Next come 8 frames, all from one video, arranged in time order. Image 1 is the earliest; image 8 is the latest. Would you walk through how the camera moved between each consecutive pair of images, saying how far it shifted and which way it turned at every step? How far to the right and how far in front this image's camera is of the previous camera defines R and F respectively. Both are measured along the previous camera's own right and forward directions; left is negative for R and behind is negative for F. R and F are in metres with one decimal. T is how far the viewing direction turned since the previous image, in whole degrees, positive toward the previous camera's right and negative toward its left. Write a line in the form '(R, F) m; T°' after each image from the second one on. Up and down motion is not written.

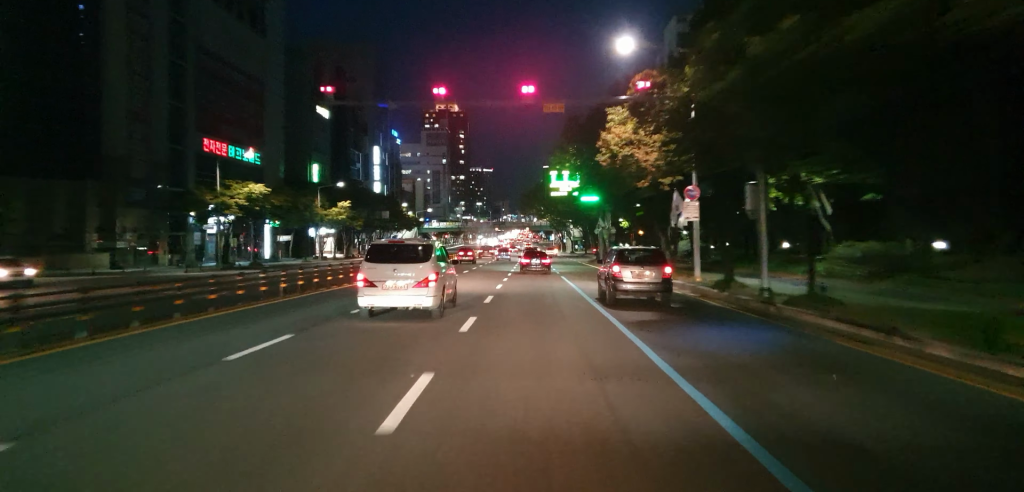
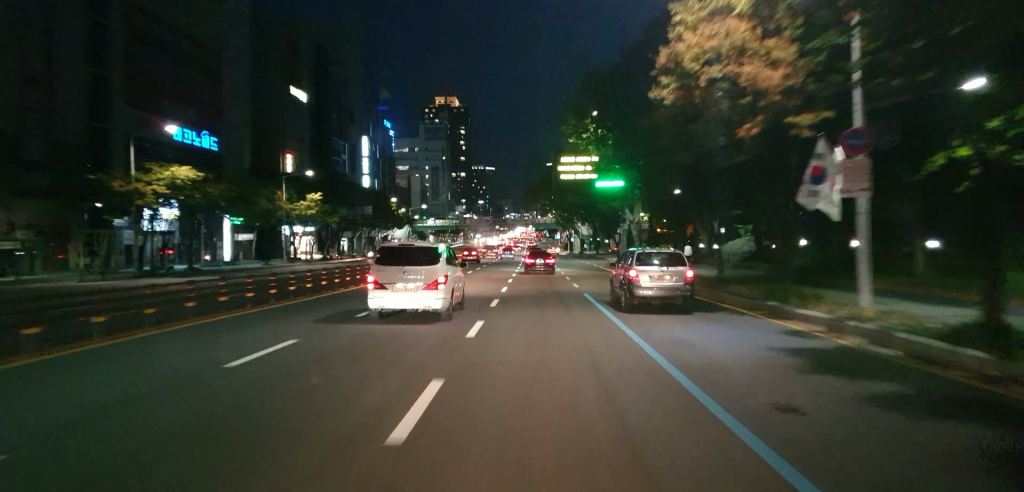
(-0.1, +16.0) m; 0°
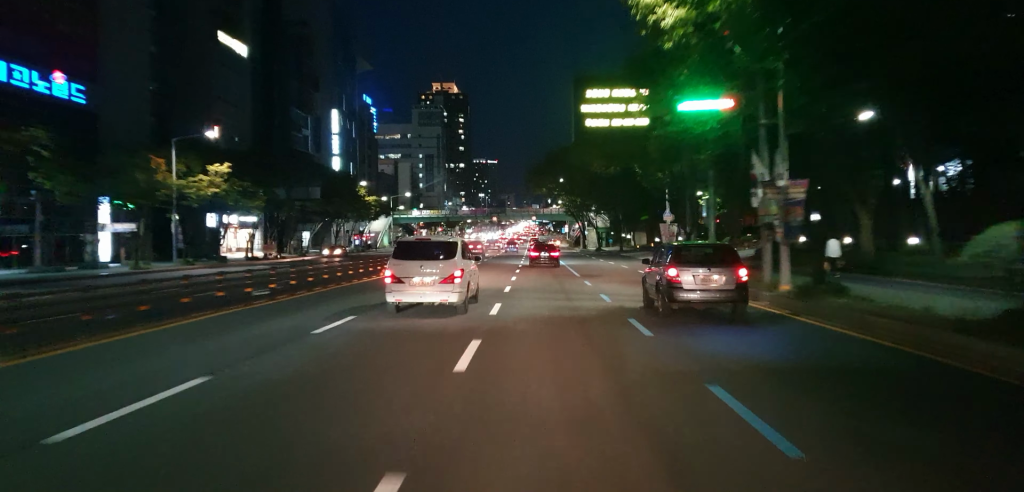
(0.0, +27.7) m; +1°
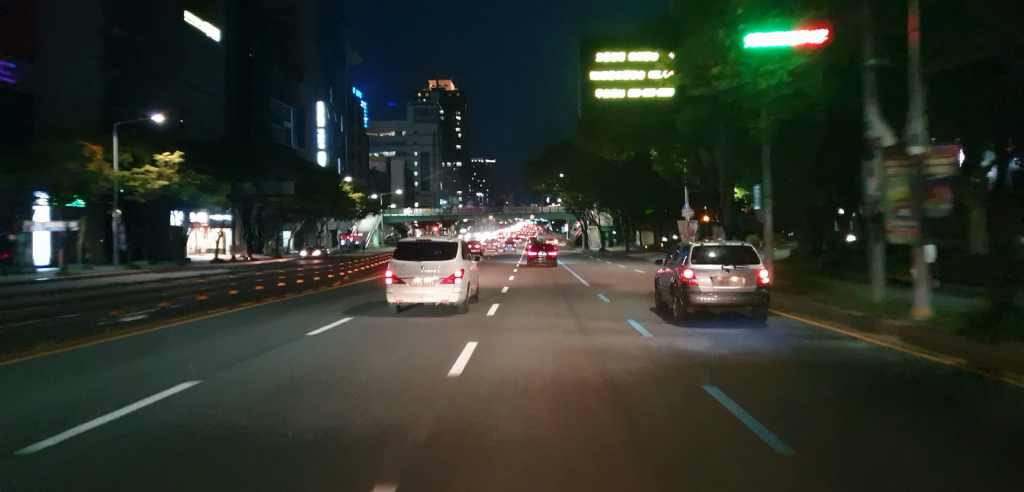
(+0.1, +8.0) m; +1°
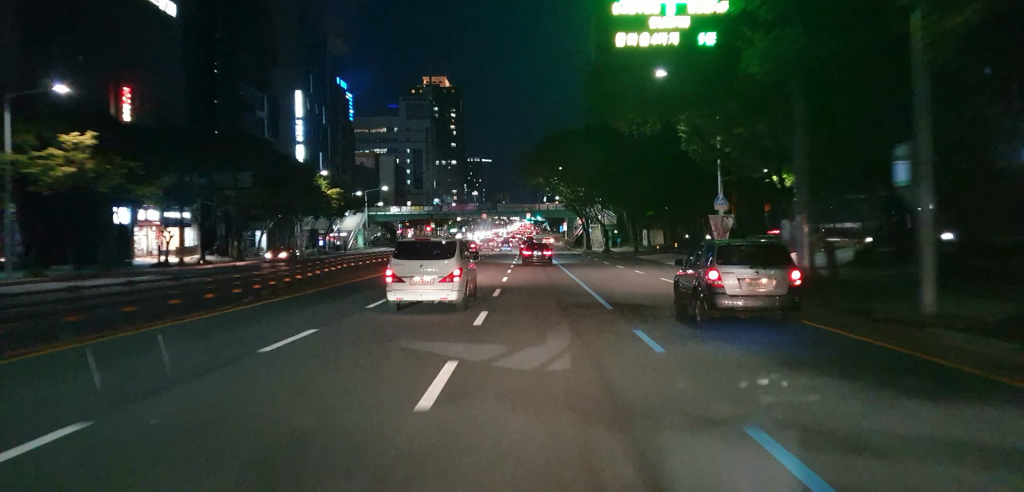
(+0.1, +10.1) m; 0°
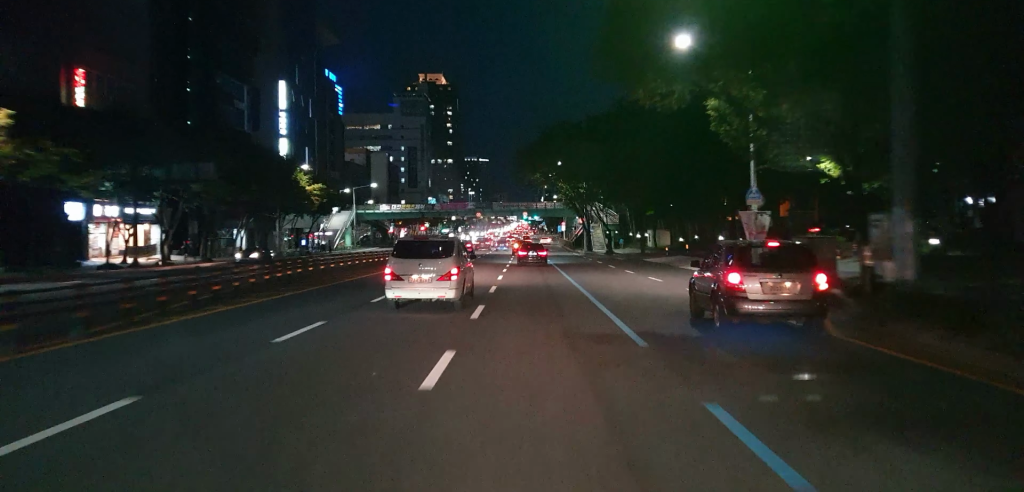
(+0.1, +6.7) m; -1°
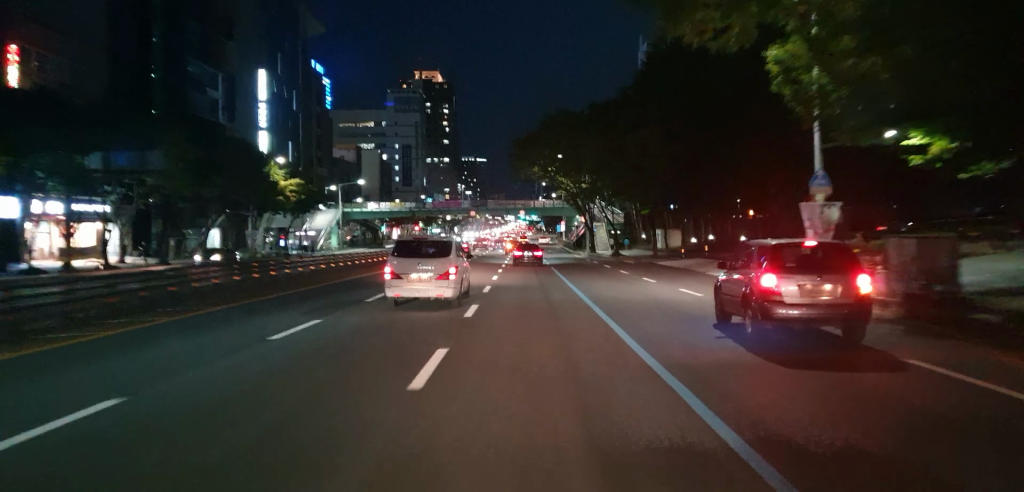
(-0.1, +8.1) m; -1°
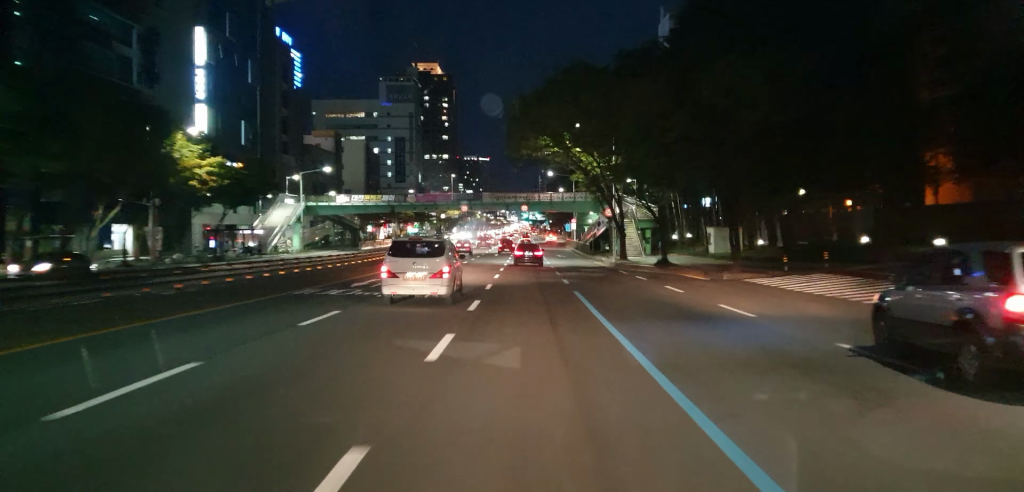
(-0.2, +22.5) m; 0°
